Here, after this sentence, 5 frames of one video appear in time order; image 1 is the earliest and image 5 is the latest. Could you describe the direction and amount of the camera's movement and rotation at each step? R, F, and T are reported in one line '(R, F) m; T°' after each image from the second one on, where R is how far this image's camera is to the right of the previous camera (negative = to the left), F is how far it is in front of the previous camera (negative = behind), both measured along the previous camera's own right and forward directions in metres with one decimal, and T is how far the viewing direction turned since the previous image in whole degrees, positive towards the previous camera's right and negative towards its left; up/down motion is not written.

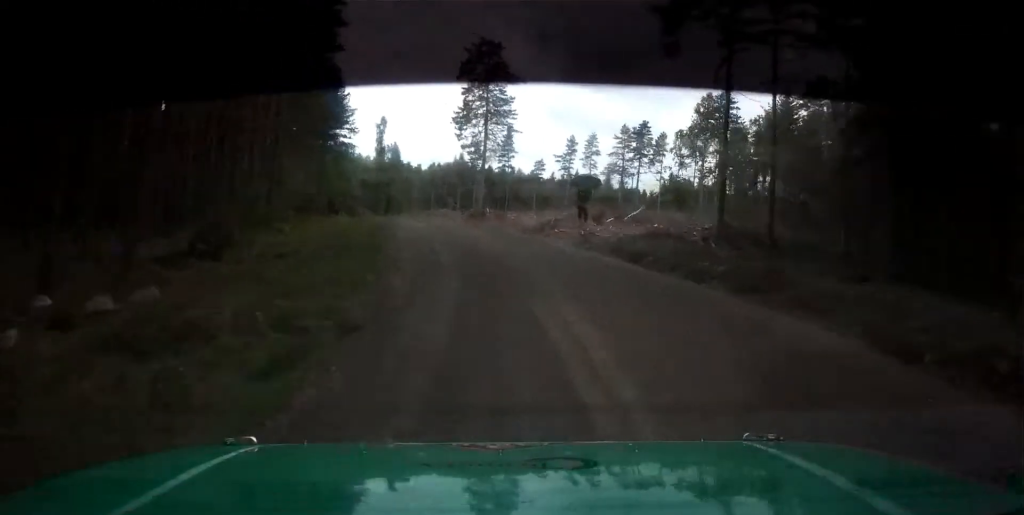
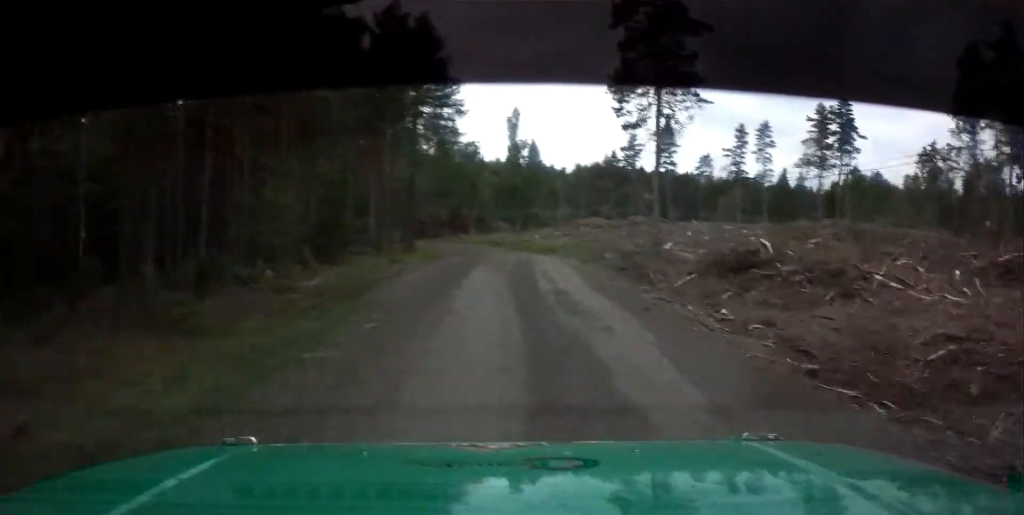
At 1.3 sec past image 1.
(-2.2, +30.1) m; -9°
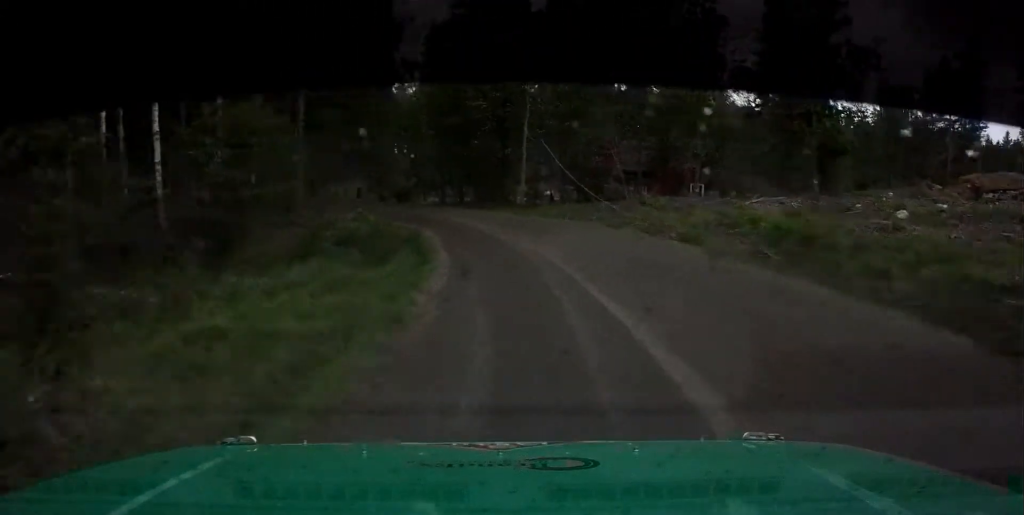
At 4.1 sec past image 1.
(-12.4, +70.8) m; -24°
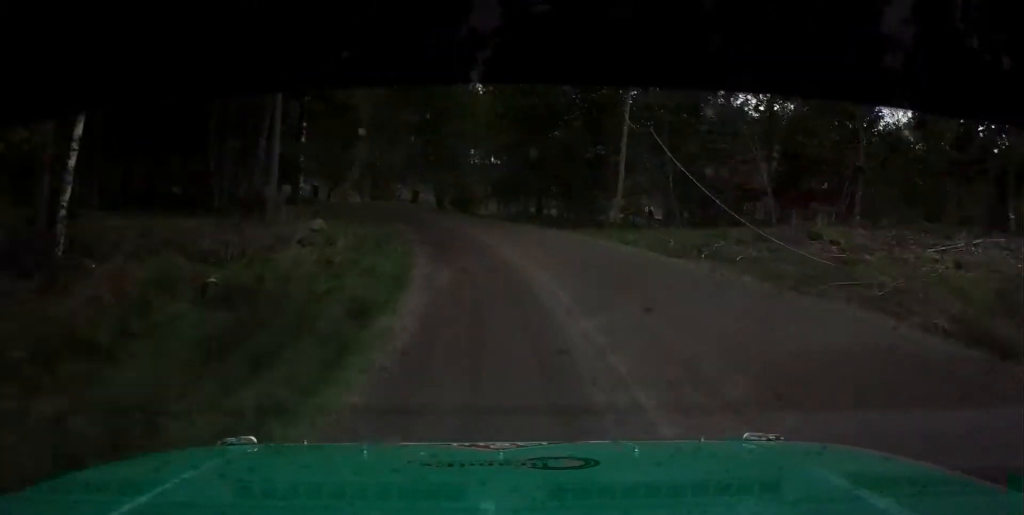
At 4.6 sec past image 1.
(+0.1, +13.6) m; -7°
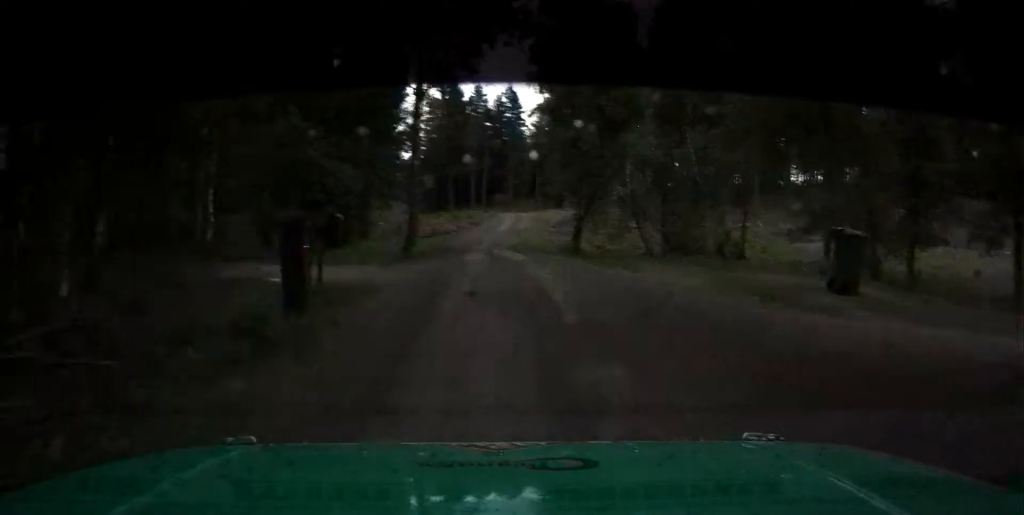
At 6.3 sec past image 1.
(-8.7, +42.9) m; -17°
